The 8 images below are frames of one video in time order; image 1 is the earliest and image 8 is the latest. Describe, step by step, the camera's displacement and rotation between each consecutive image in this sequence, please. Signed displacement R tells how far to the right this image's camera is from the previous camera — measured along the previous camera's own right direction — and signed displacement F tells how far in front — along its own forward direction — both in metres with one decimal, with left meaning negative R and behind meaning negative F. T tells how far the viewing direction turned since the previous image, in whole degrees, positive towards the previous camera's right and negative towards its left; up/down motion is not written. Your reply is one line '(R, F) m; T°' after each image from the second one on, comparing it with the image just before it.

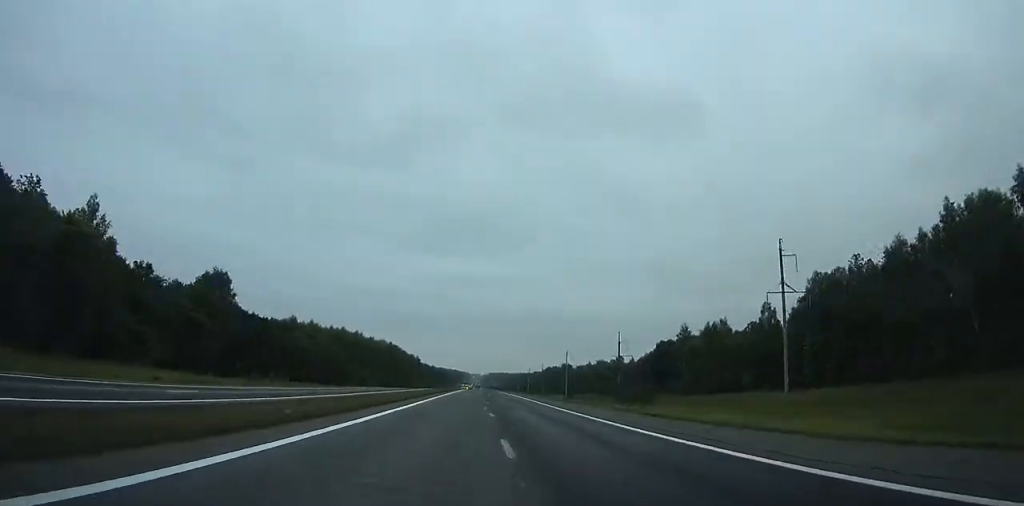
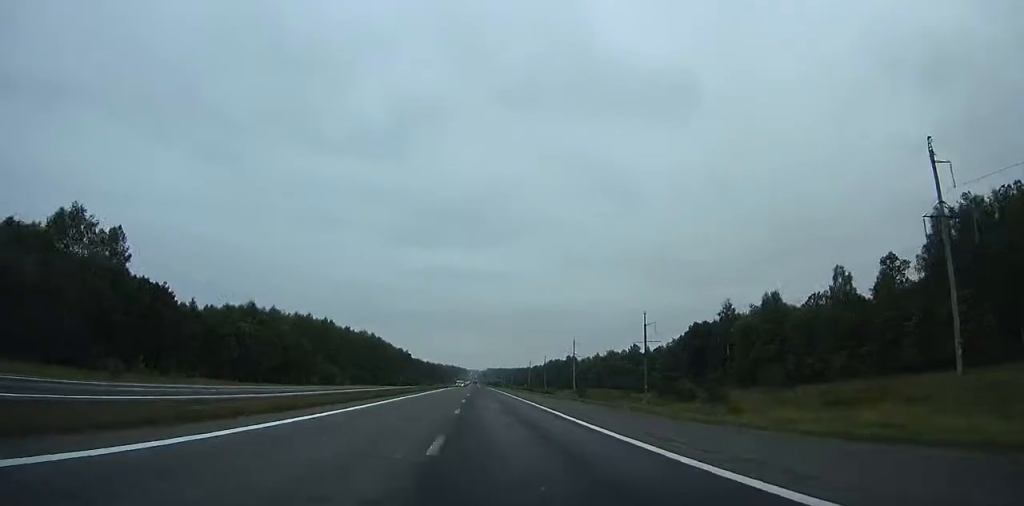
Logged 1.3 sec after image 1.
(-0.1, +35.7) m; 0°
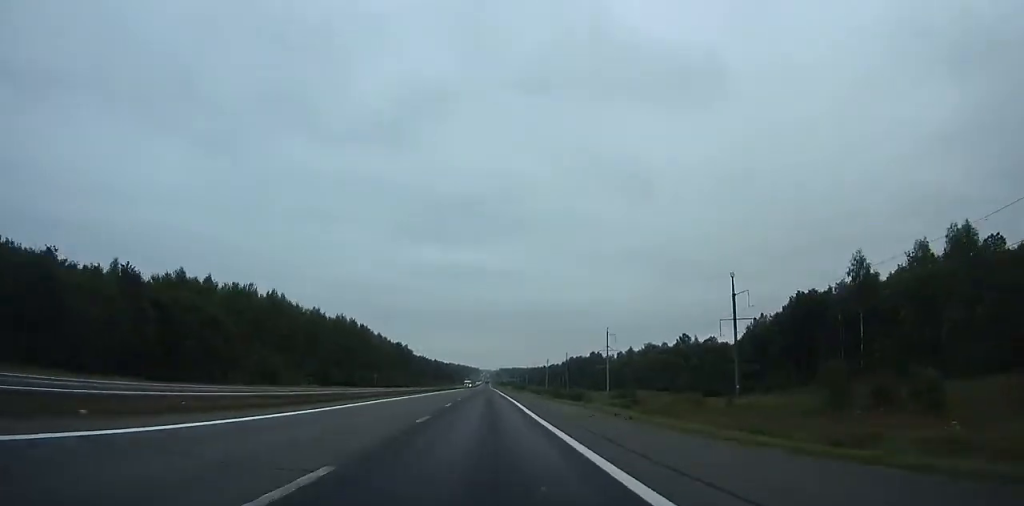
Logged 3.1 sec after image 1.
(+0.3, +51.6) m; 0°
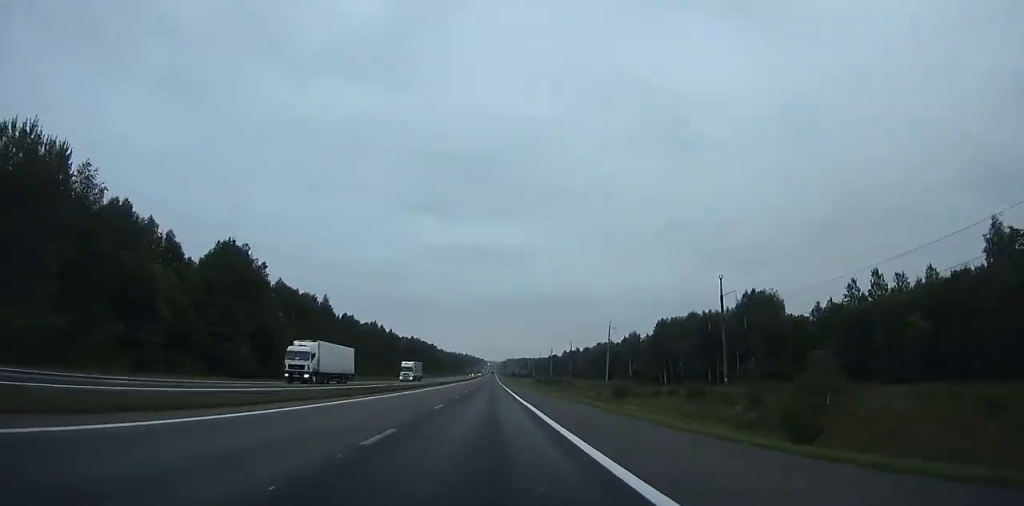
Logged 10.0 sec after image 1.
(-0.8, +207.7) m; 0°
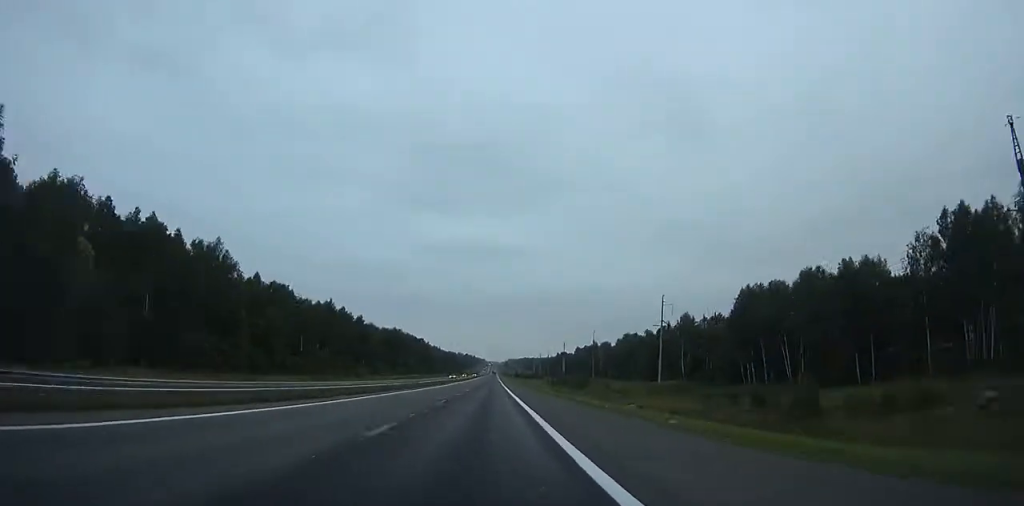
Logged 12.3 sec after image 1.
(0.0, +70.8) m; 0°
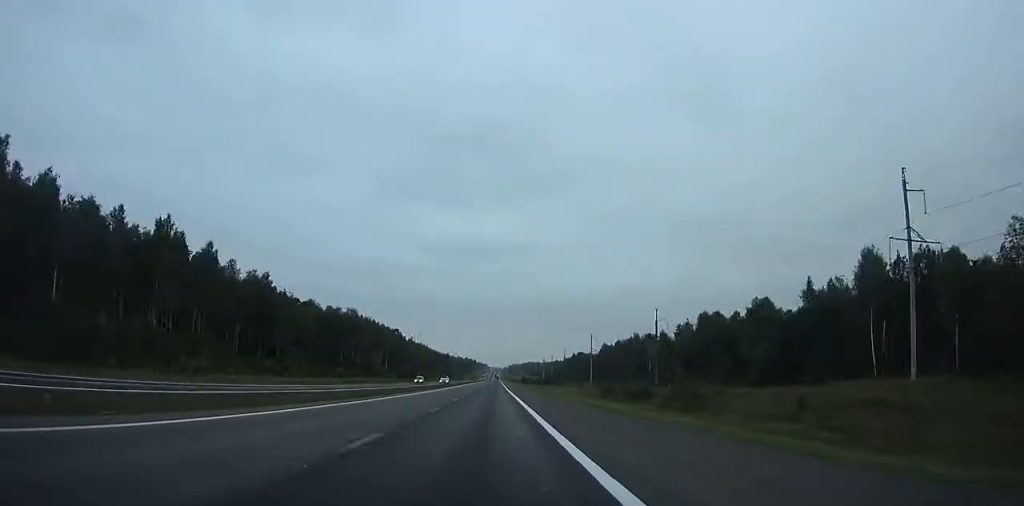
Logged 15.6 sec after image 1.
(-0.2, +102.0) m; +2°
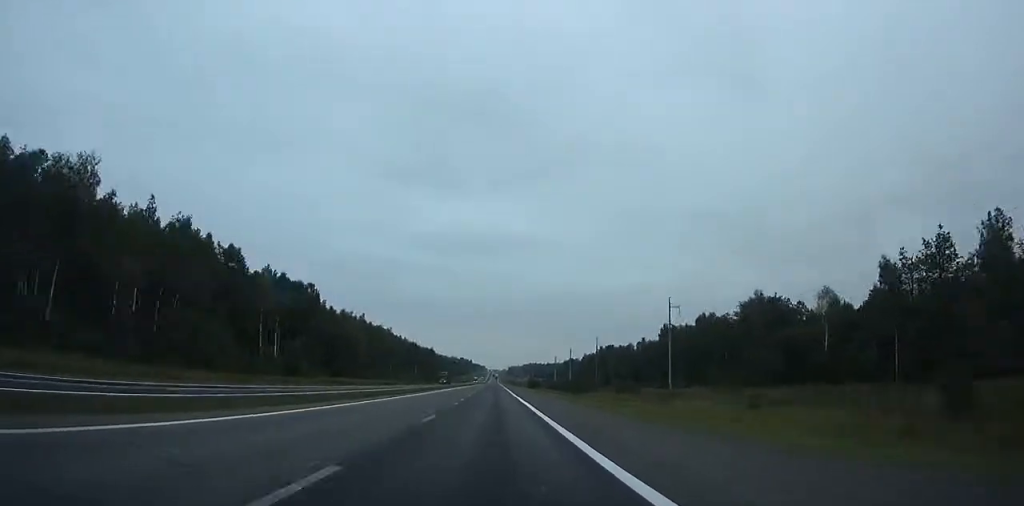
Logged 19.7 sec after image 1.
(+5.7, +127.2) m; -2°
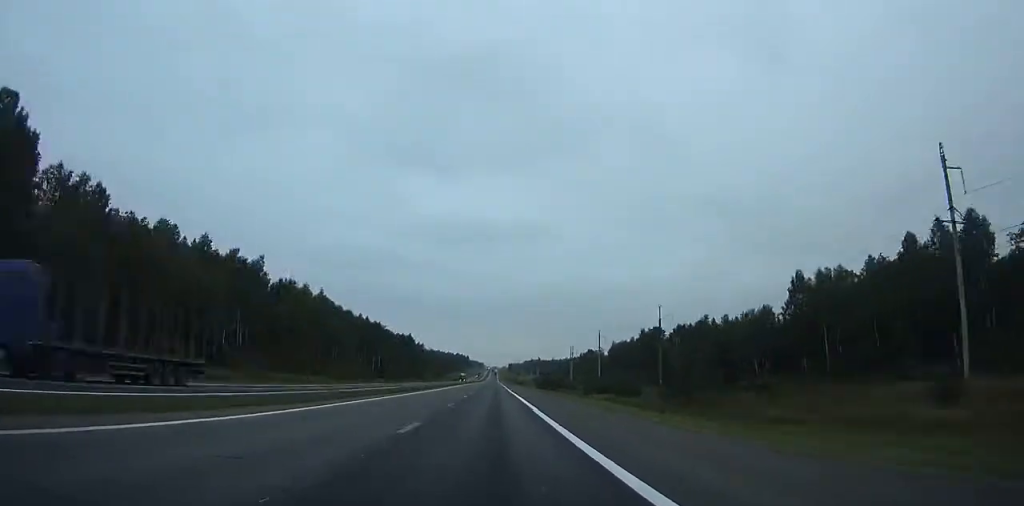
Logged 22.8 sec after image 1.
(-10.7, +95.2) m; -3°
